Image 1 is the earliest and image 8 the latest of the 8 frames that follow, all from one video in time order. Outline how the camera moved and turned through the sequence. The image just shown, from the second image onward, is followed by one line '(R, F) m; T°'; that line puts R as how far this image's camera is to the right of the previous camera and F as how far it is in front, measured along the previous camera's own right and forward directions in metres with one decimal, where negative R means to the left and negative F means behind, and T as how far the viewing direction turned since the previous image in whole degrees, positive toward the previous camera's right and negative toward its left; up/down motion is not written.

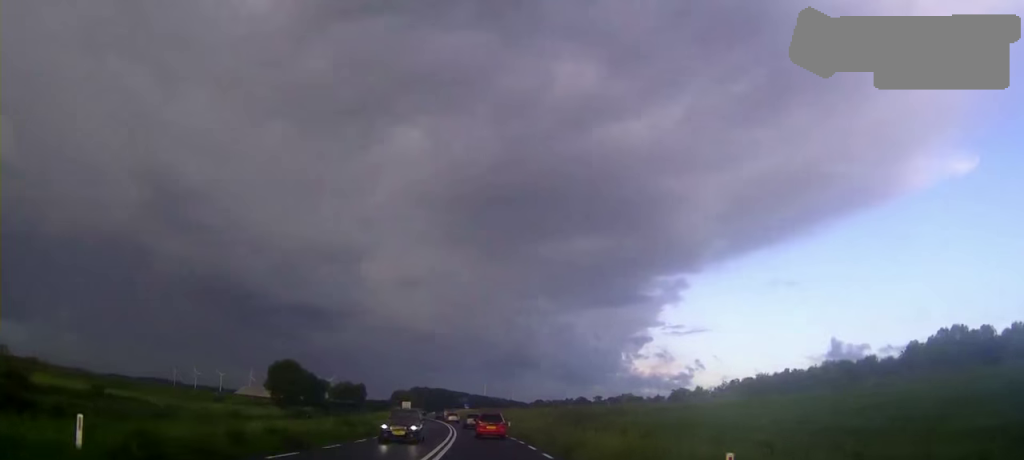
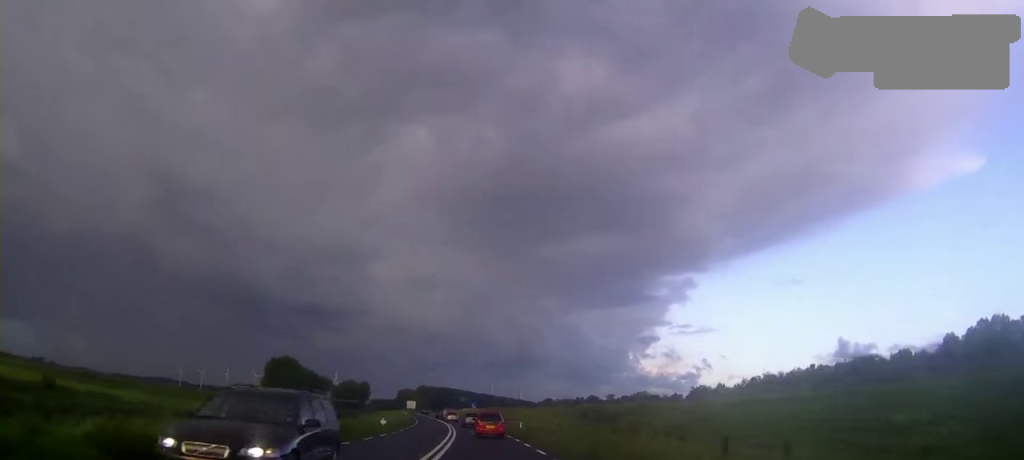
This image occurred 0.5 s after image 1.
(0.0, +10.6) m; -1°
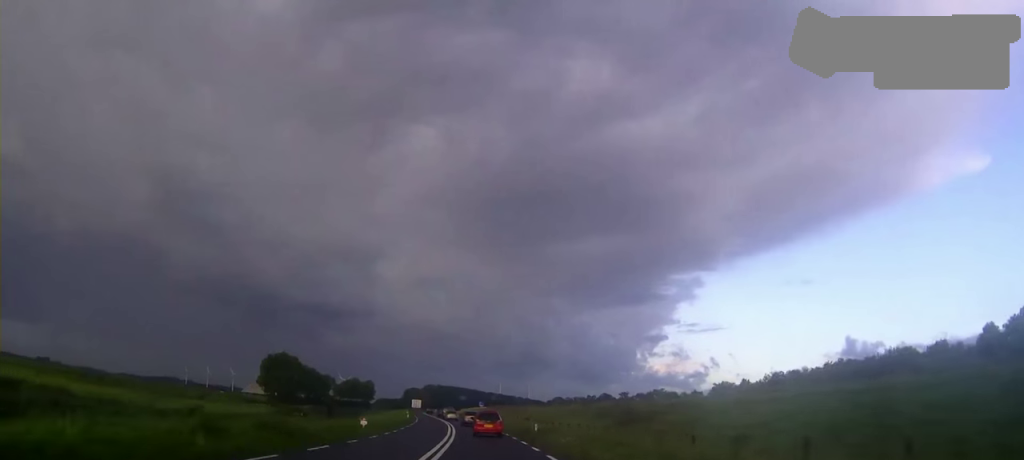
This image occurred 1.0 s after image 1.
(0.0, +9.8) m; -1°
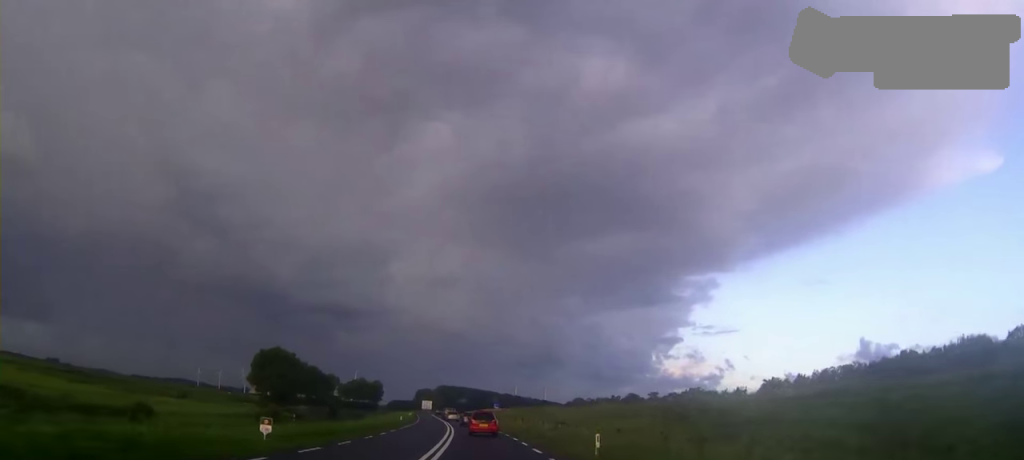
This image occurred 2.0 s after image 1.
(-0.2, +19.4) m; -1°
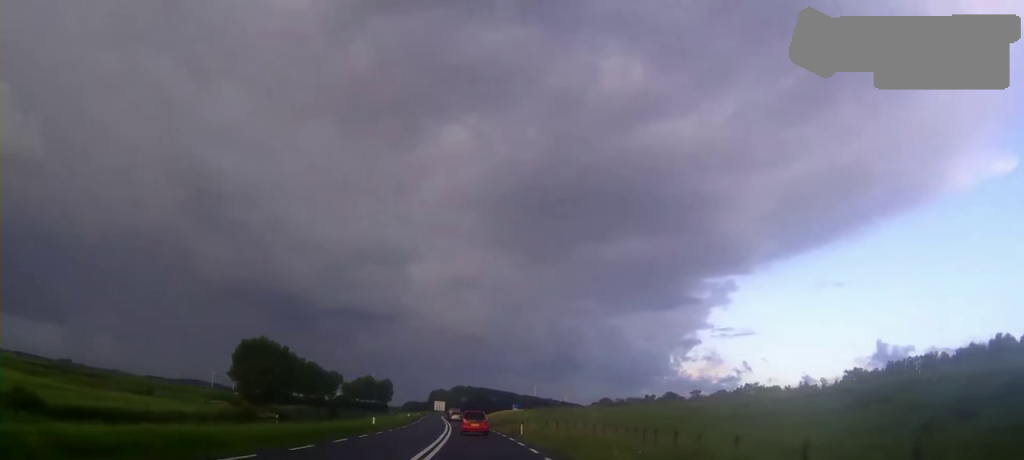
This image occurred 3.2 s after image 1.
(-0.4, +24.9) m; -2°
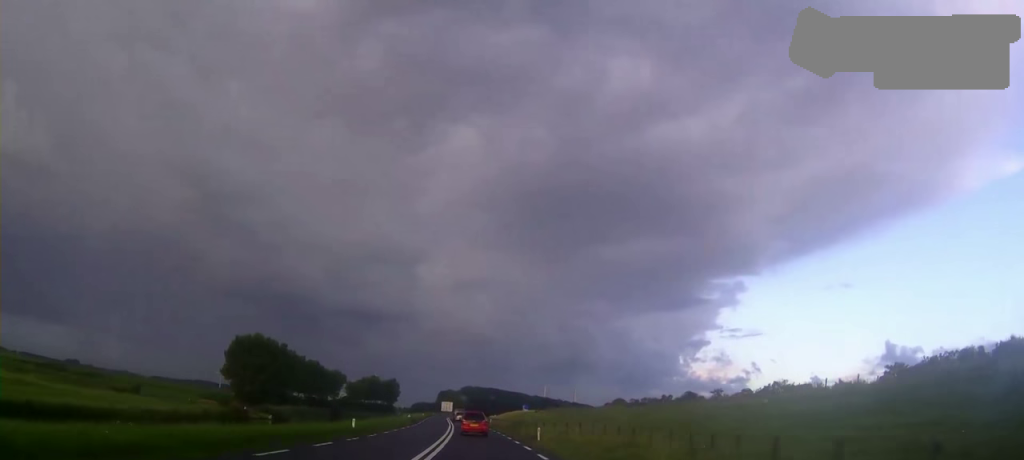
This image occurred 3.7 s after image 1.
(0.0, +9.6) m; -1°
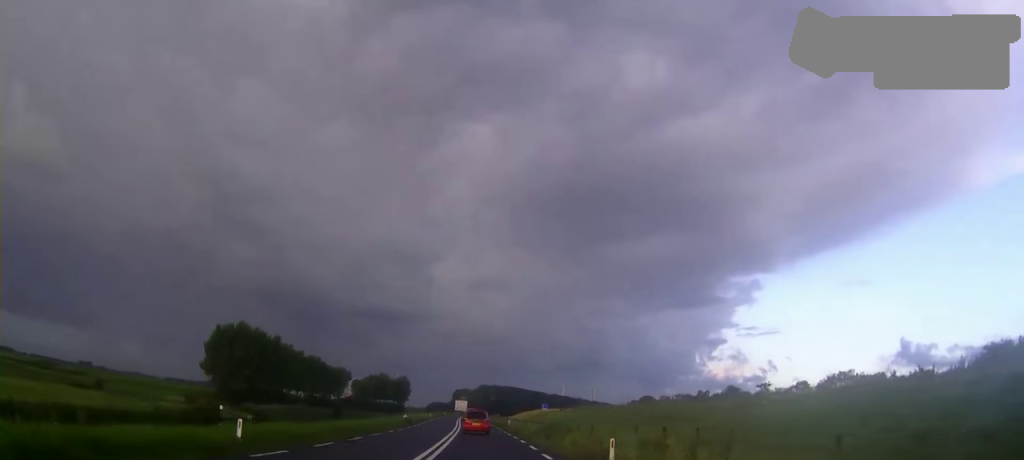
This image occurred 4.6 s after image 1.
(-0.2, +18.5) m; -1°
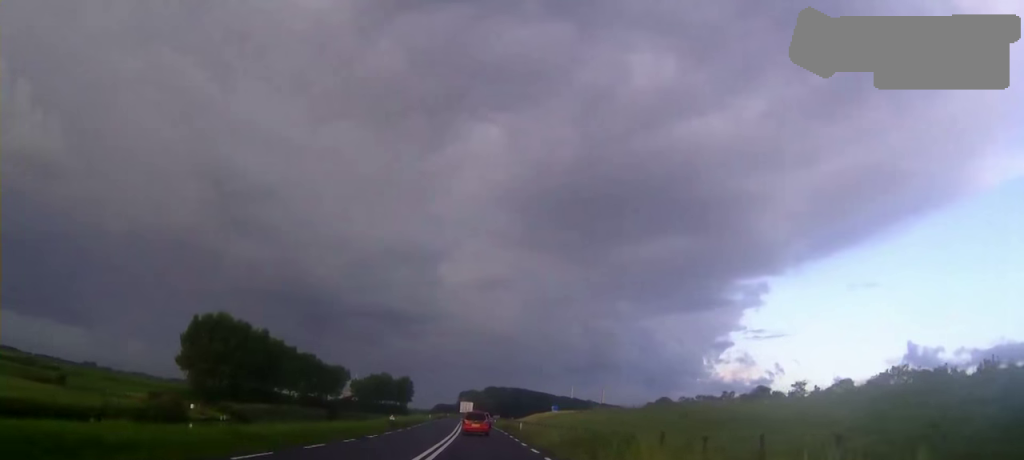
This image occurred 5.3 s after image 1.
(-0.1, +13.8) m; -1°
